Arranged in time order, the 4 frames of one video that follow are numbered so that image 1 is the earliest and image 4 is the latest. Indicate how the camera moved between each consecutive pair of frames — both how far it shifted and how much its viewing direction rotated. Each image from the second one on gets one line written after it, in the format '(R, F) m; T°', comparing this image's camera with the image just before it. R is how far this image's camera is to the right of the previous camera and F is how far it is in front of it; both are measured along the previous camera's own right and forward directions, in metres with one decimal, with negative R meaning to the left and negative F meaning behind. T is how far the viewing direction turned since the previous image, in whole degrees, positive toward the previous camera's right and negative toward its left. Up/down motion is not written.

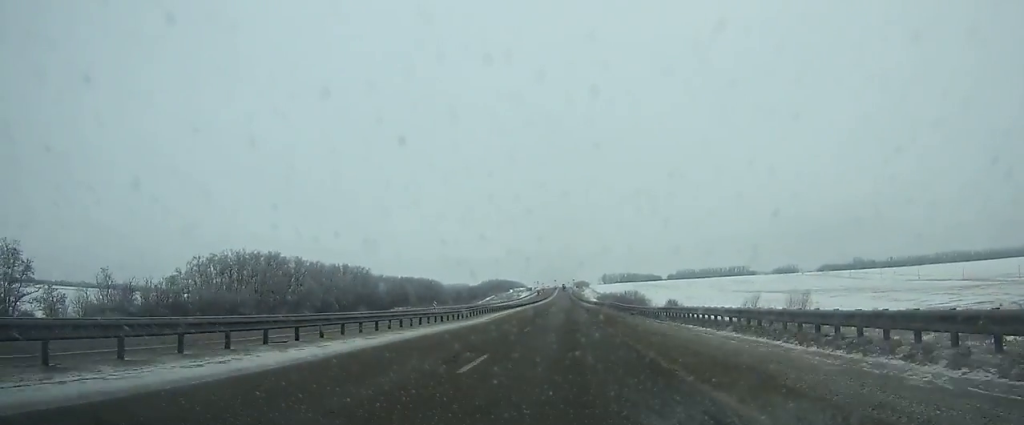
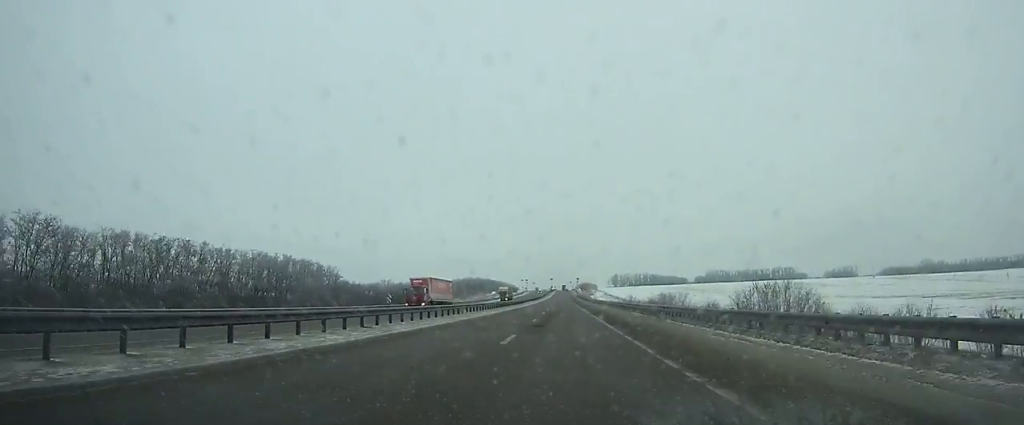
(-0.9, +170.9) m; 0°
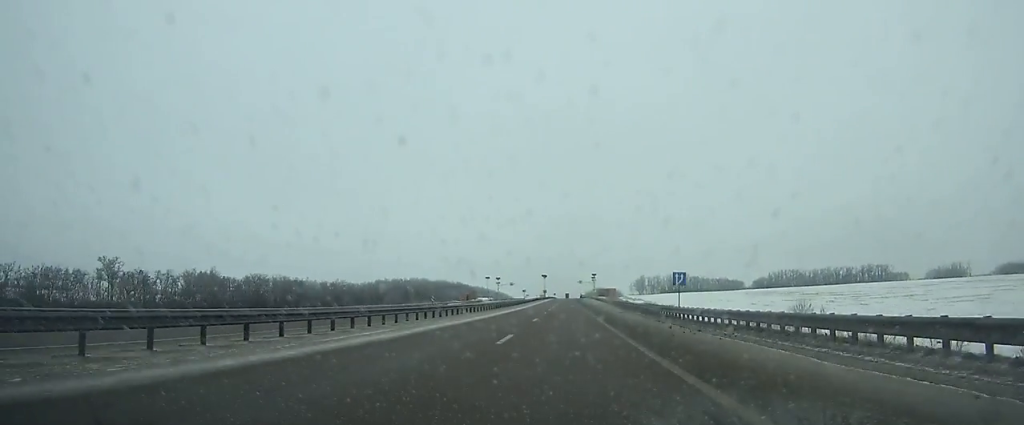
(+0.3, +188.8) m; 0°
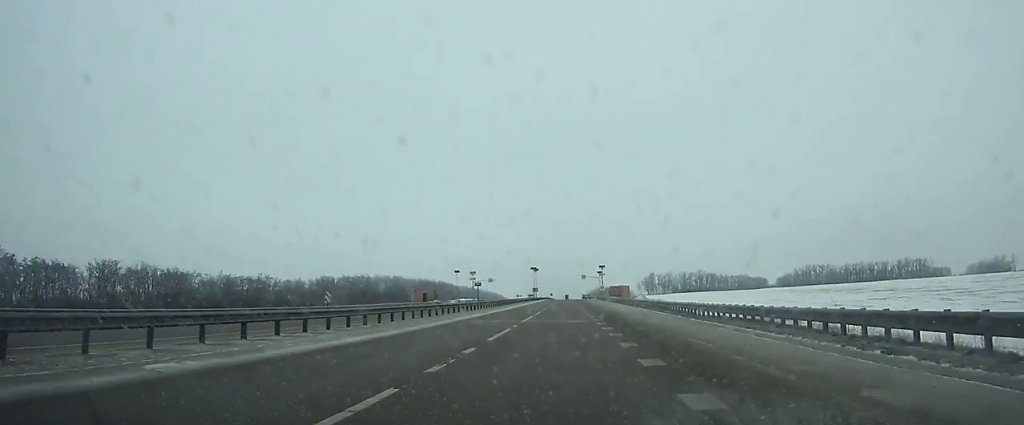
(+0.2, +55.1) m; 0°
